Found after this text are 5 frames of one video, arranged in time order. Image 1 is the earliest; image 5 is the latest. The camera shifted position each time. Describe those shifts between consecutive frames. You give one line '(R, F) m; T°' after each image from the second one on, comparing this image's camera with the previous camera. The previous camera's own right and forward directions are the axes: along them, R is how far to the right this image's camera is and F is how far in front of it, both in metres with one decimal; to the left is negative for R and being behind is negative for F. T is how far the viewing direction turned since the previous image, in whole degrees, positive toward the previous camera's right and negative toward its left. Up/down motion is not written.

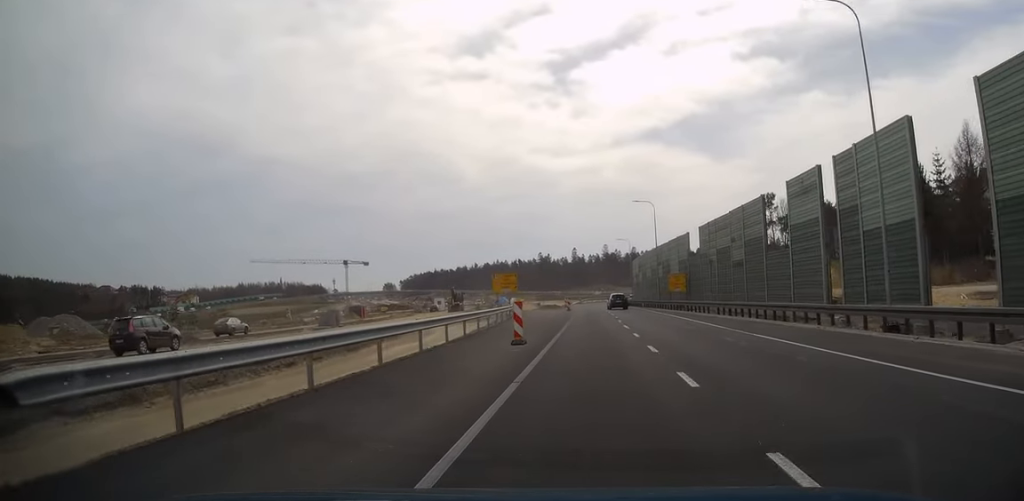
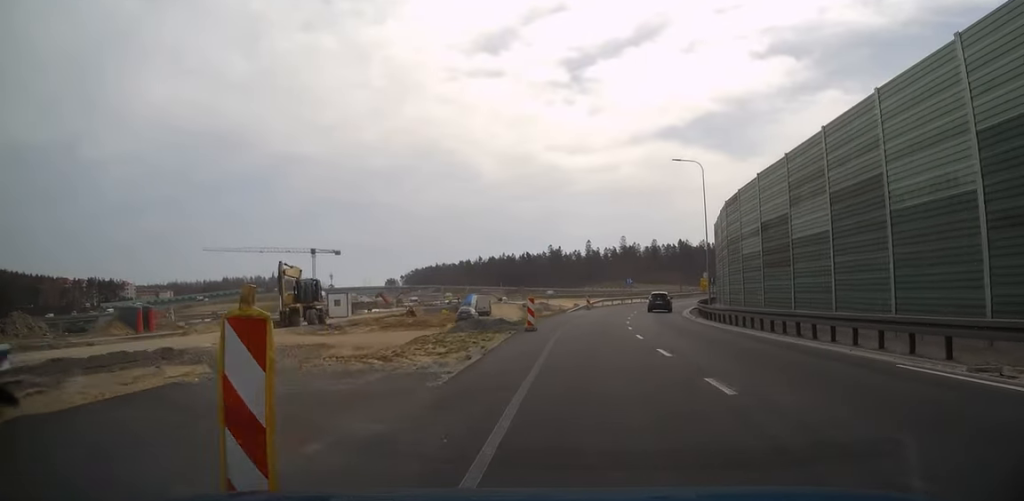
(-1.4, +61.3) m; -1°
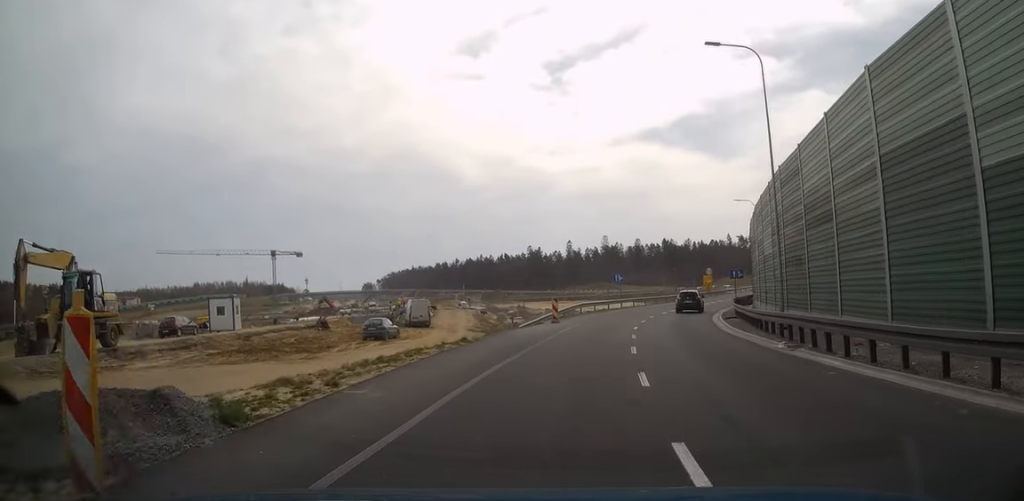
(+0.3, +21.9) m; +2°
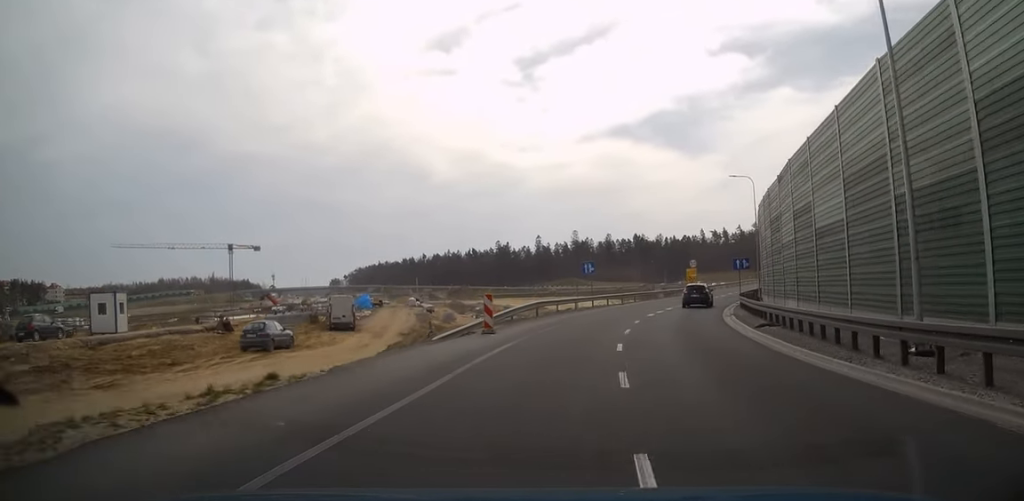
(+0.3, +12.3) m; +2°
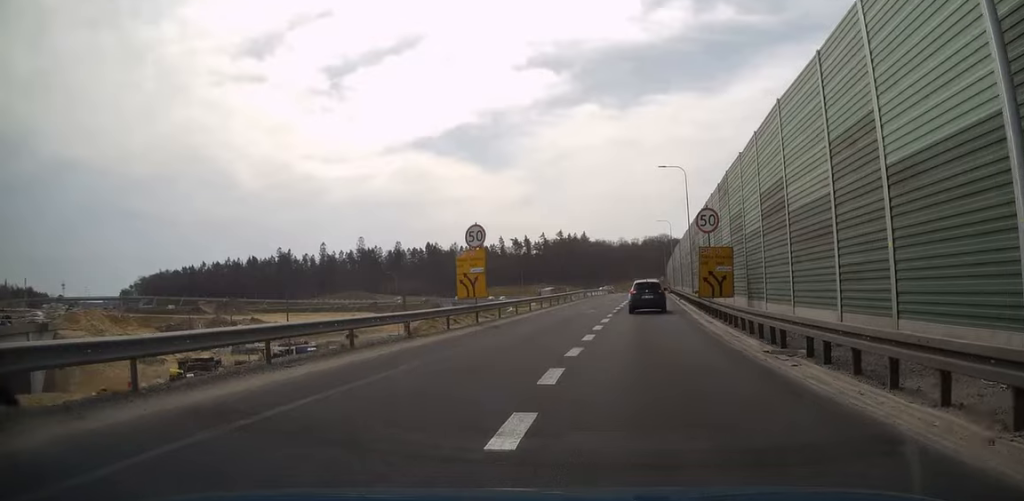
(+6.3, +51.4) m; +15°
